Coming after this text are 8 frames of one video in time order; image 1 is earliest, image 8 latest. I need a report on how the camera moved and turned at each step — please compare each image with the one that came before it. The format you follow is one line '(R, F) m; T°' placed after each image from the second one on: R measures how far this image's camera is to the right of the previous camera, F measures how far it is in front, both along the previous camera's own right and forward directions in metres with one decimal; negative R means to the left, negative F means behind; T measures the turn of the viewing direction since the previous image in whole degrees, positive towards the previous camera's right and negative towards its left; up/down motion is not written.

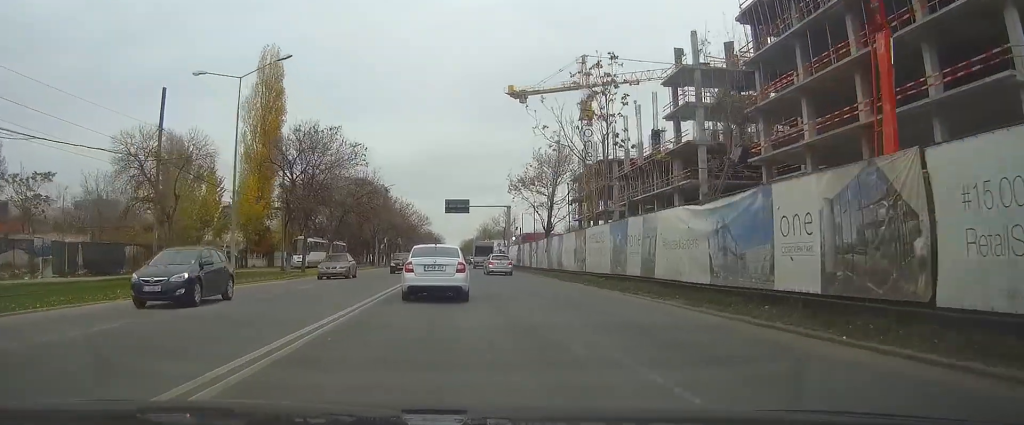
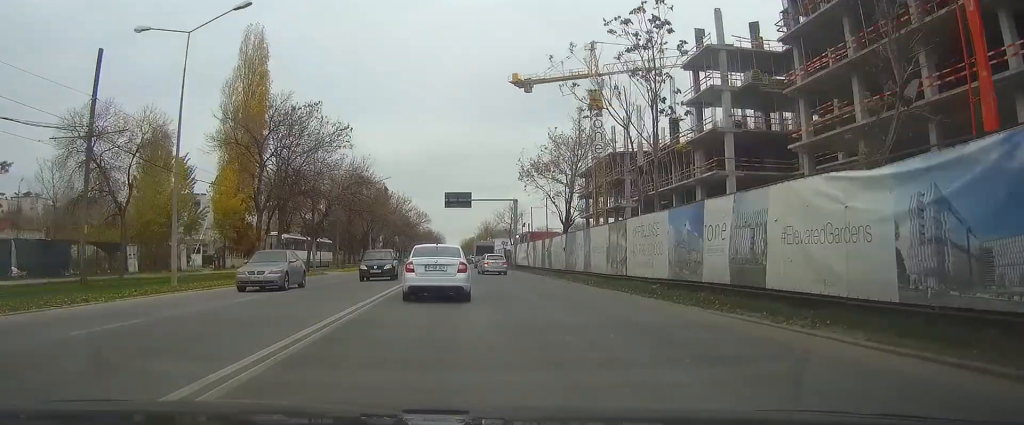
(0.0, +7.7) m; 0°
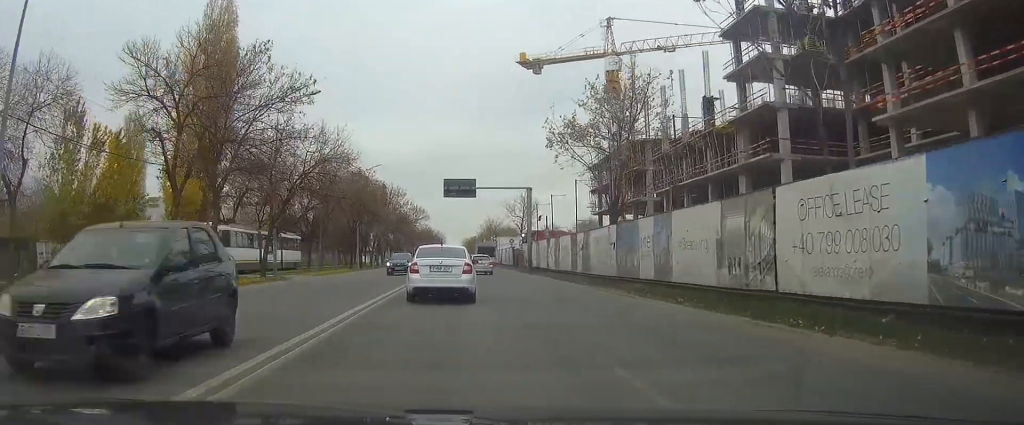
(0.0, +12.1) m; 0°
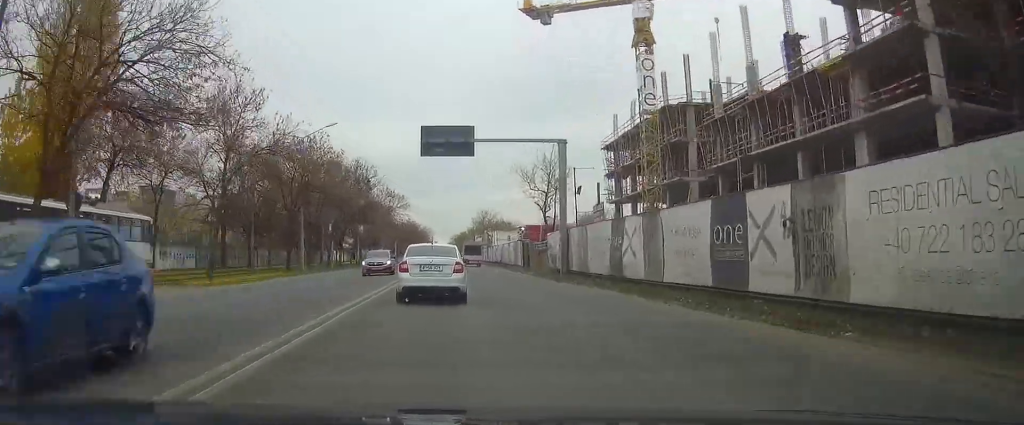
(+0.2, +22.4) m; +1°
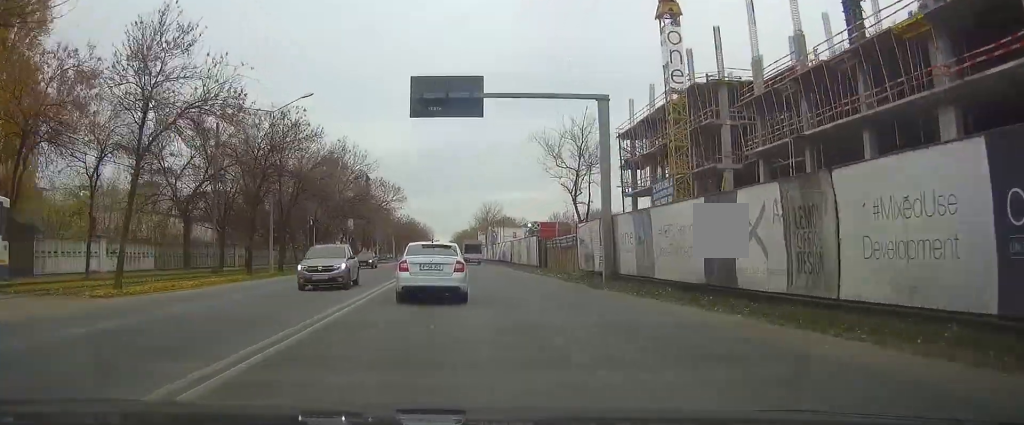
(0.0, +9.3) m; 0°
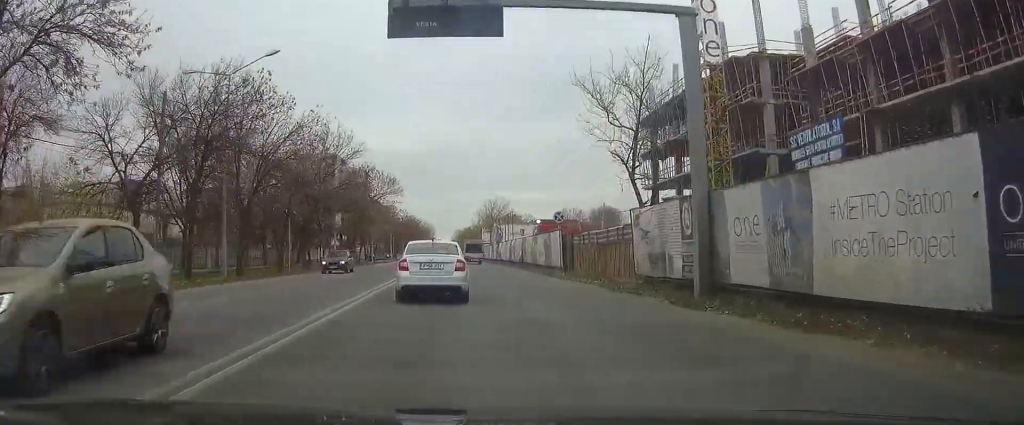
(0.0, +9.2) m; 0°
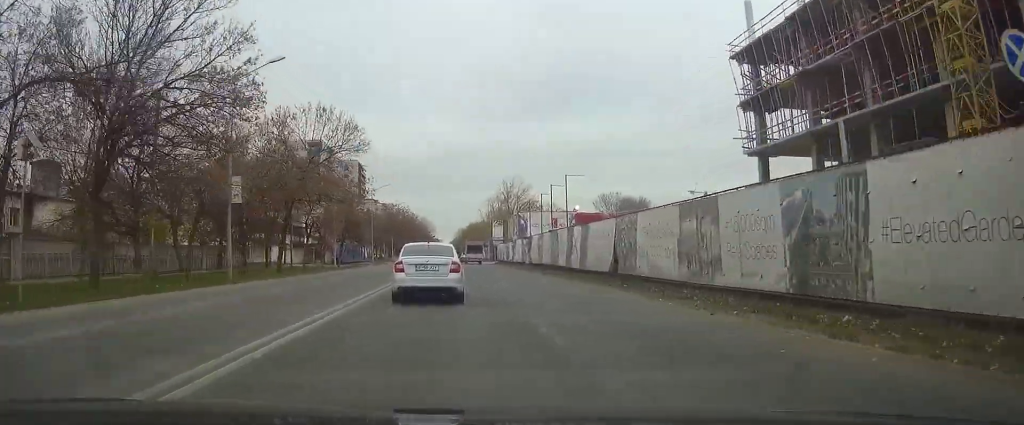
(0.0, +32.1) m; 0°
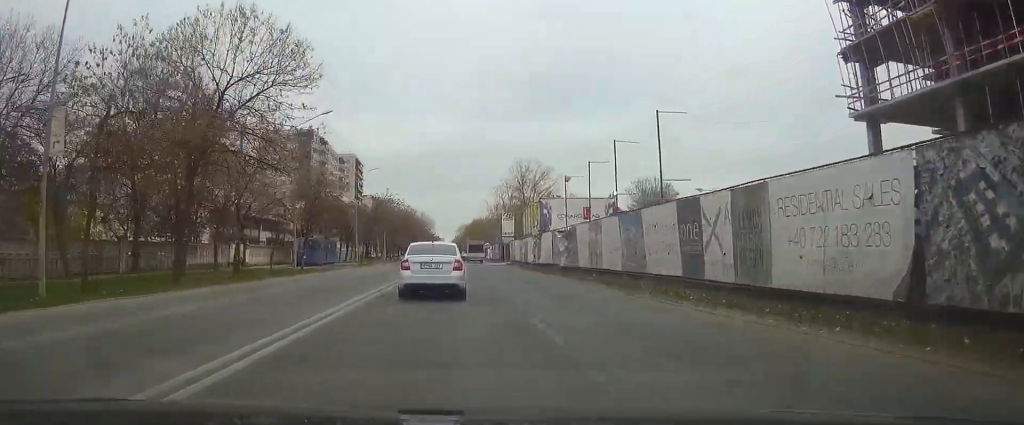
(-0.2, +17.5) m; -1°
